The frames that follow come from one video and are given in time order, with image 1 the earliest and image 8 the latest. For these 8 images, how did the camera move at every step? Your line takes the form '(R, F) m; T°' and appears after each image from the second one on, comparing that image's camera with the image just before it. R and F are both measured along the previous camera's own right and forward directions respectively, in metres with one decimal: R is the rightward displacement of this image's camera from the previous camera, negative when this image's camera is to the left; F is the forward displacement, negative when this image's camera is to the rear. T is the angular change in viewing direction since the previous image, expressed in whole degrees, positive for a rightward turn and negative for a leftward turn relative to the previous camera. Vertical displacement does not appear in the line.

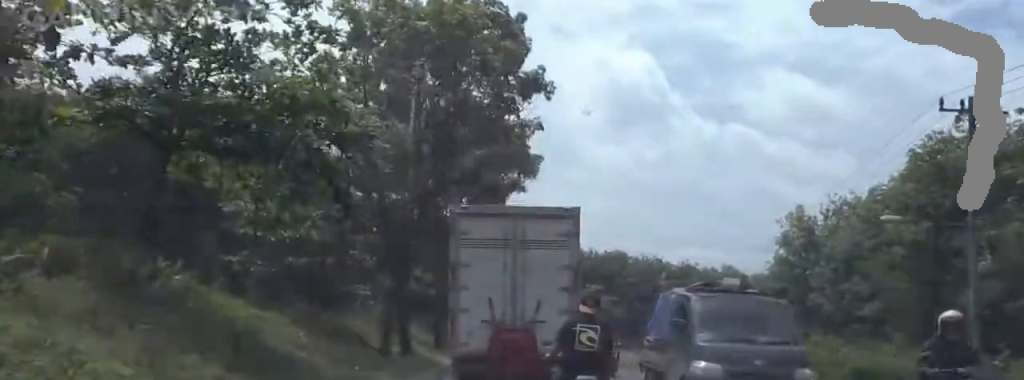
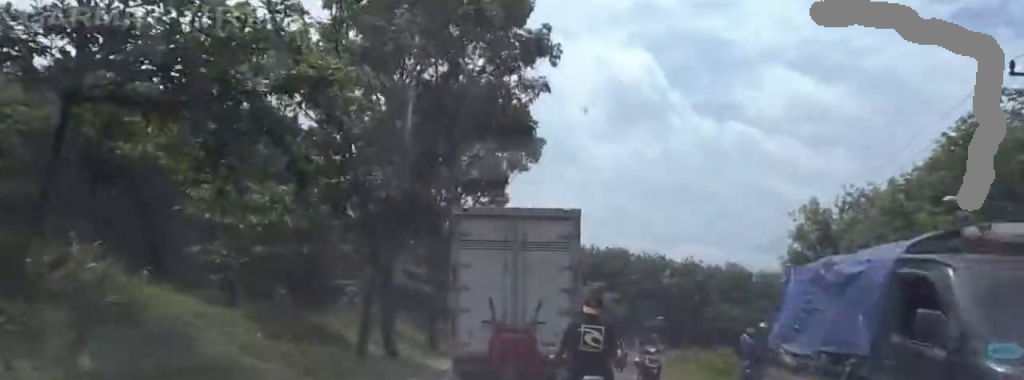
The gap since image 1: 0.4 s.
(0.0, +3.9) m; 0°
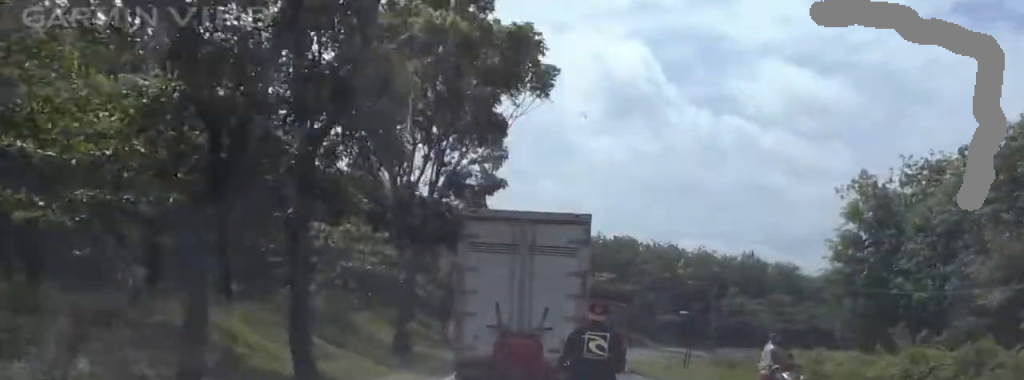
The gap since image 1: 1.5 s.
(0.0, +11.0) m; 0°
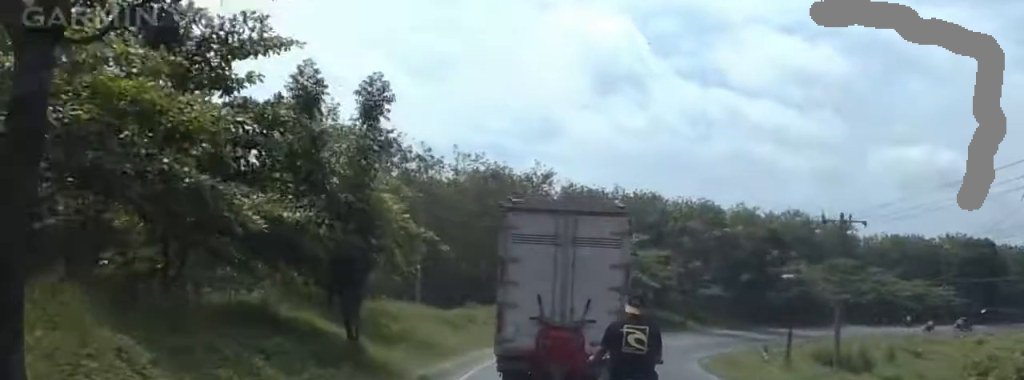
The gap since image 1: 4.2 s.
(-1.3, +26.7) m; -7°
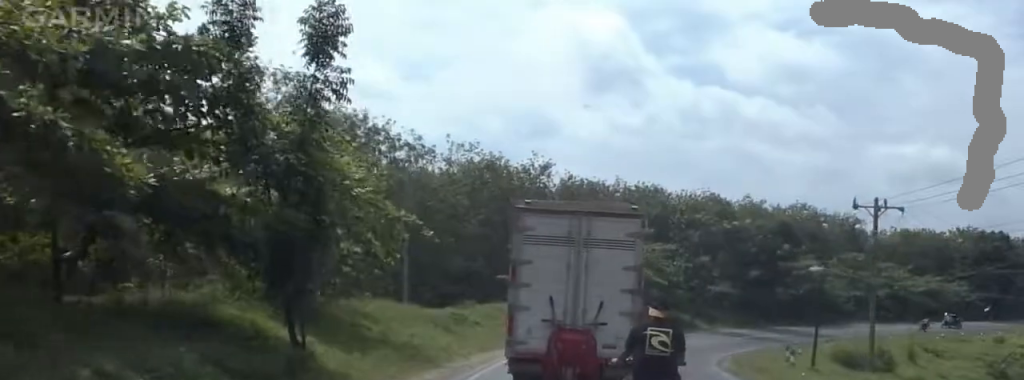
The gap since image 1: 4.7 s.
(0.0, +4.3) m; 0°
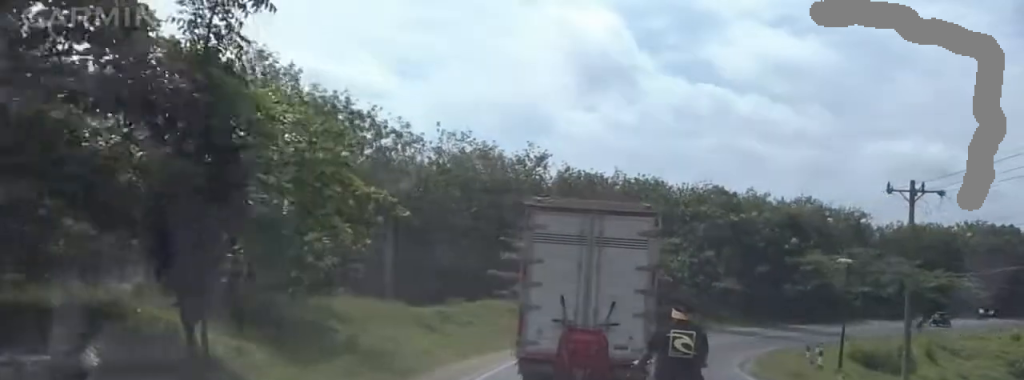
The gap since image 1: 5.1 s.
(0.0, +3.9) m; 0°
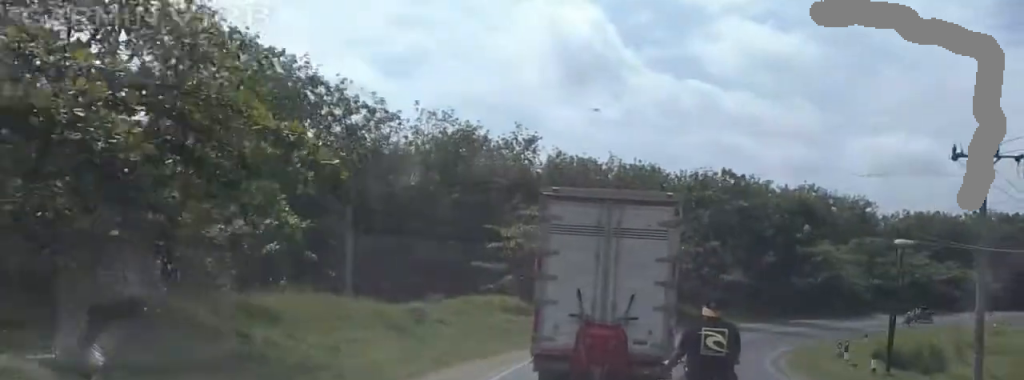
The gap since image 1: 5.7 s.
(0.0, +6.0) m; 0°
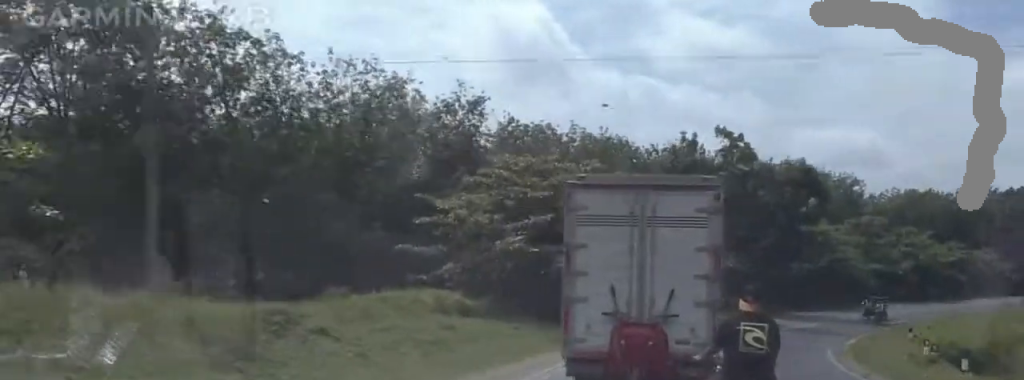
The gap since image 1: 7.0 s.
(0.0, +13.1) m; +2°
